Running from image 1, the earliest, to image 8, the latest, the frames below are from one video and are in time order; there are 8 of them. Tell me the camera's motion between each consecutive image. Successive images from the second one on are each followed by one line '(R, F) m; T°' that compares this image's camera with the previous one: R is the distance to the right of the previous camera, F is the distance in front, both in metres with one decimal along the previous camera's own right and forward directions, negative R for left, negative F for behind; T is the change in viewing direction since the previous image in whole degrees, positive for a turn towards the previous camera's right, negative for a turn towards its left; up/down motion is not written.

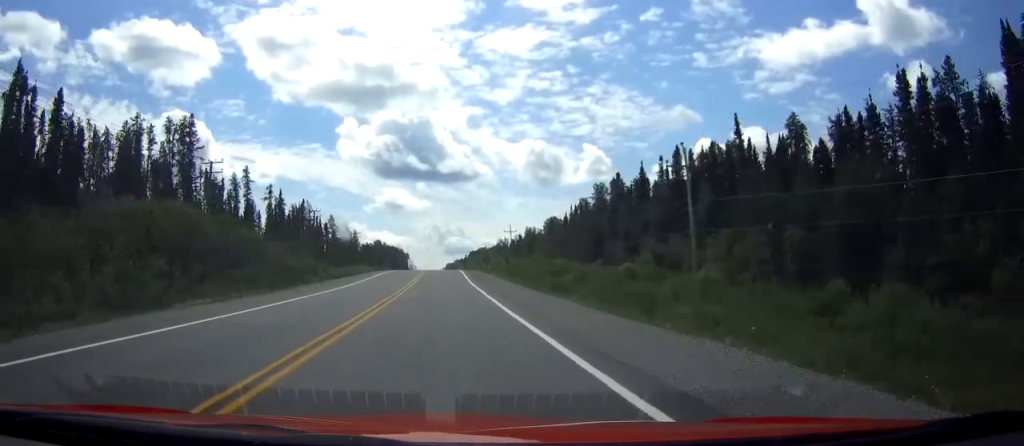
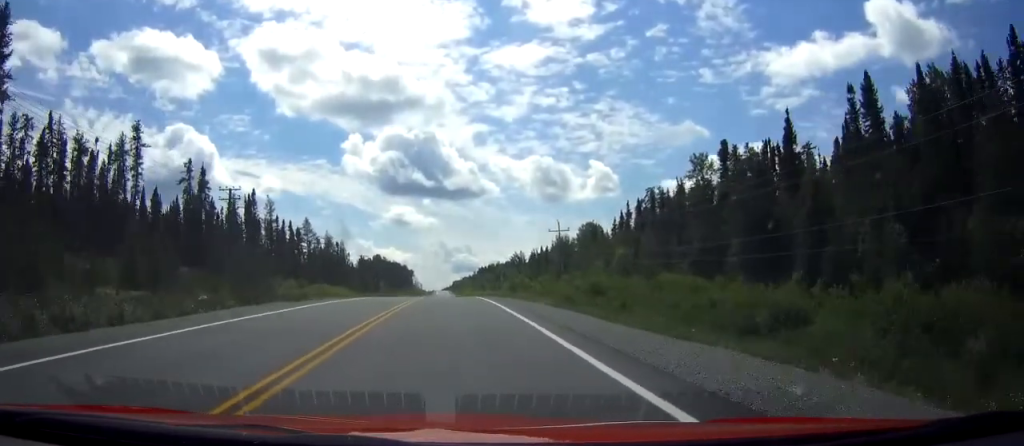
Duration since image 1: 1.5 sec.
(-0.3, +49.2) m; 0°
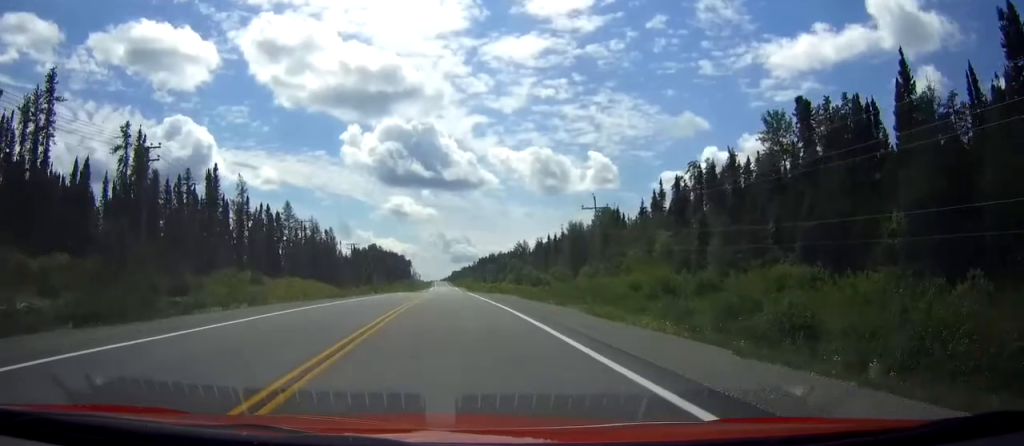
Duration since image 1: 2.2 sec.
(0.0, +20.2) m; 0°
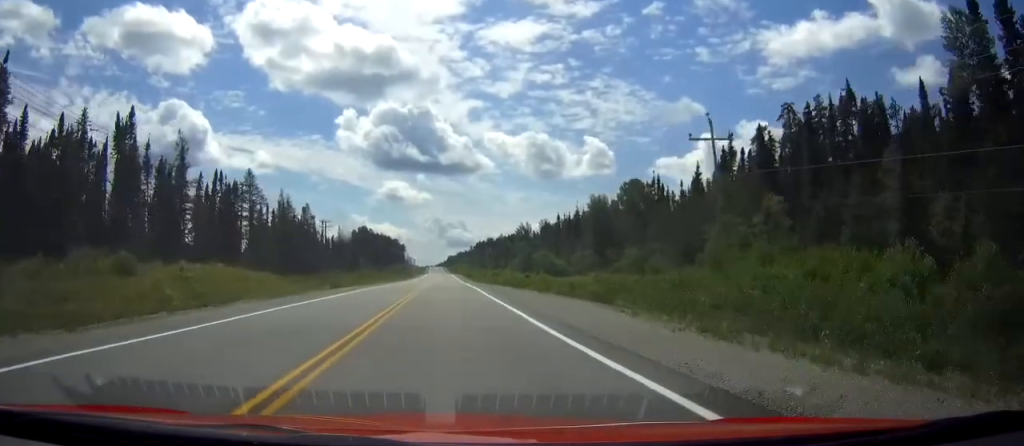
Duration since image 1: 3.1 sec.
(0.0, +28.6) m; 0°
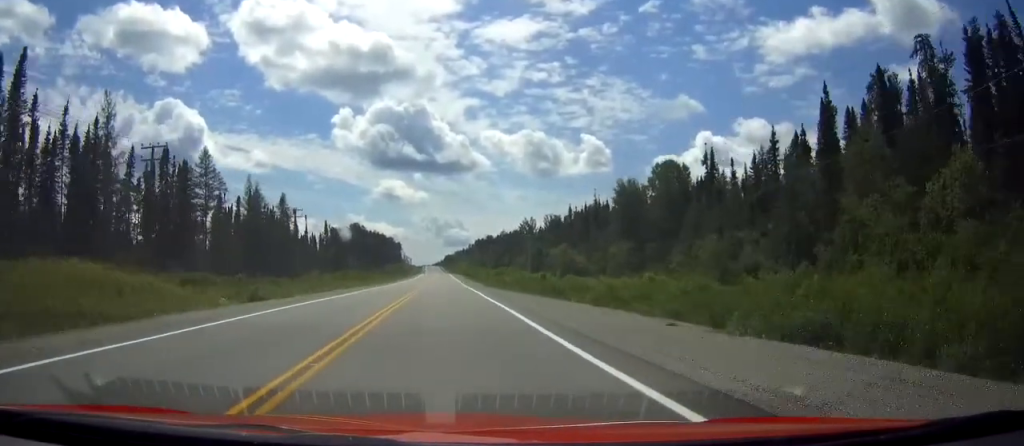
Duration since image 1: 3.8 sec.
(0.0, +23.3) m; 0°
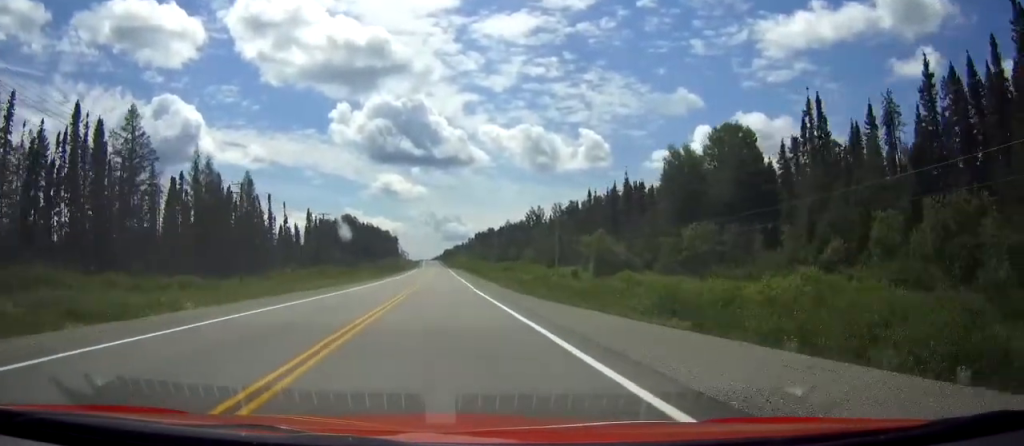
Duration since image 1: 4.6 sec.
(+0.1, +26.5) m; 0°
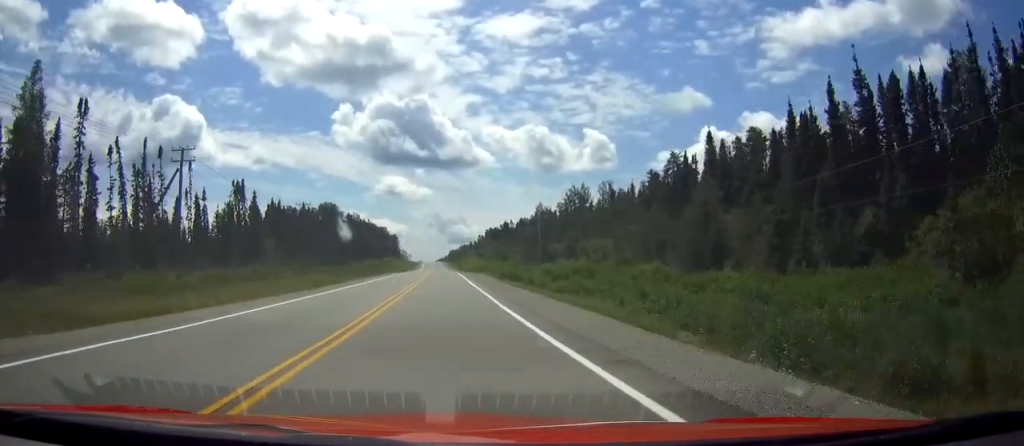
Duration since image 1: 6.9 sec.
(0.0, +71.6) m; 0°
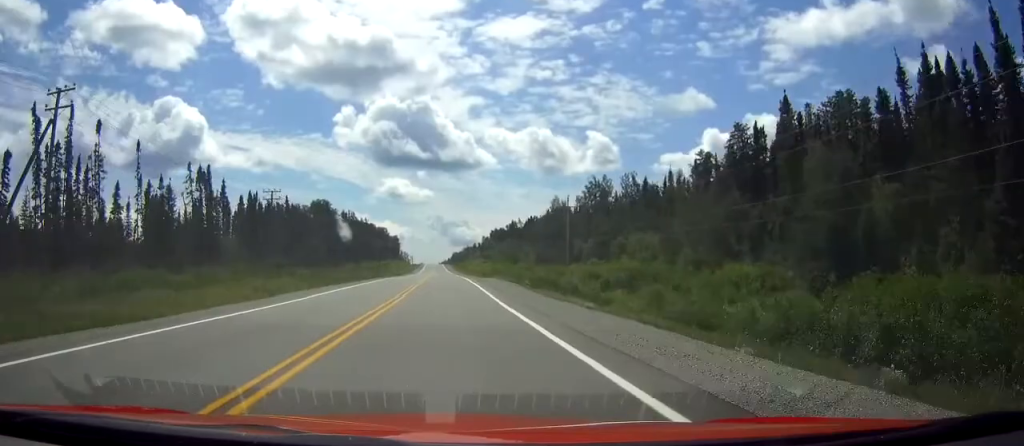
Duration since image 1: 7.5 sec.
(0.0, +21.4) m; 0°
